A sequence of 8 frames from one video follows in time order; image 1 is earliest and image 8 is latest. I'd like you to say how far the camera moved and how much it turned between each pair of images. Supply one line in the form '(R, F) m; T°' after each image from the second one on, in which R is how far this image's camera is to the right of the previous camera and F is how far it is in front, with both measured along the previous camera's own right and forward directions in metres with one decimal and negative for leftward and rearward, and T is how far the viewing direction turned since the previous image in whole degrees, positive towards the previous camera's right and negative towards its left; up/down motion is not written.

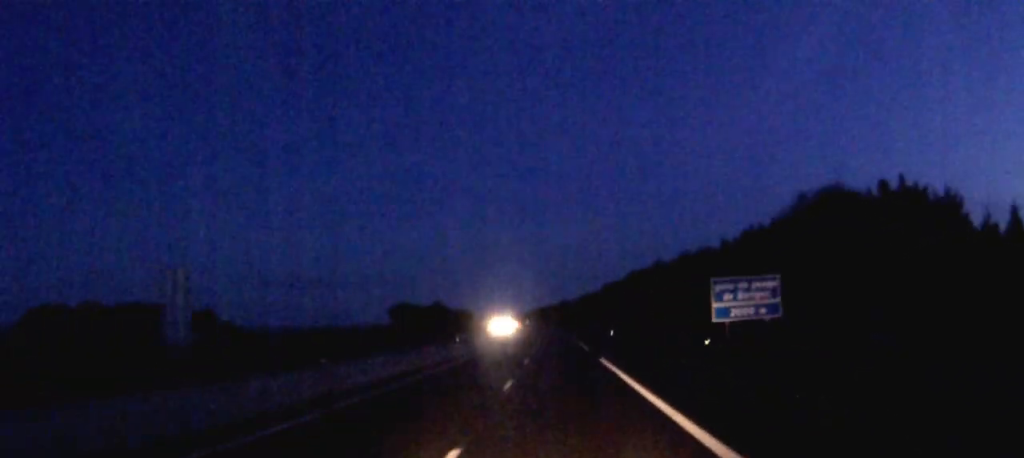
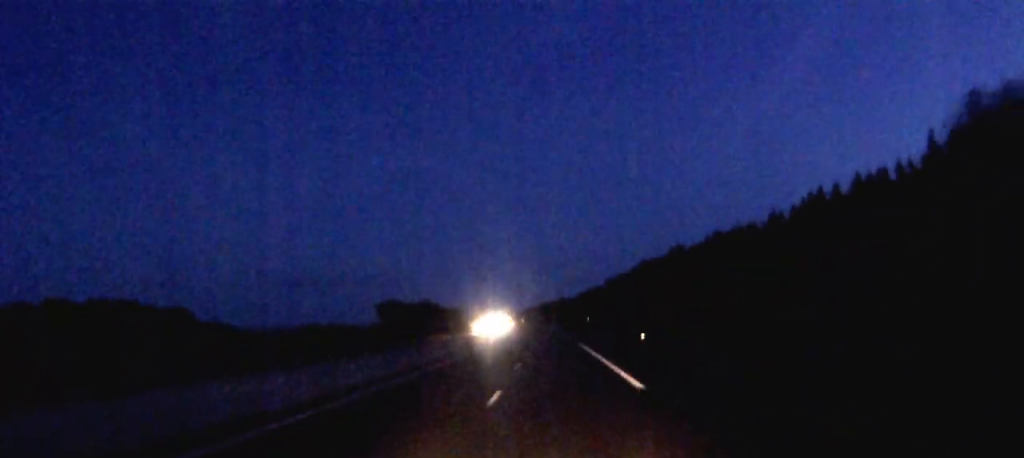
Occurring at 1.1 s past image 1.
(0.0, +30.3) m; 0°
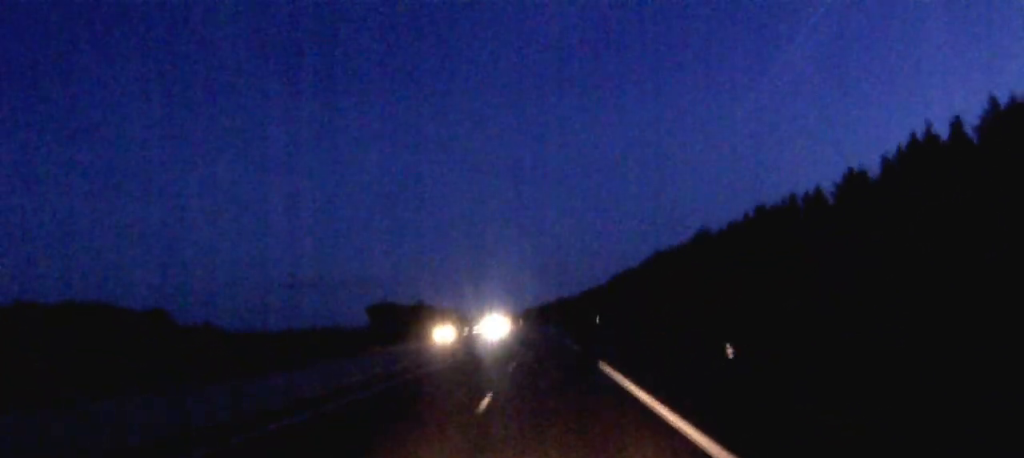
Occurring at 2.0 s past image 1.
(0.0, +26.5) m; 0°
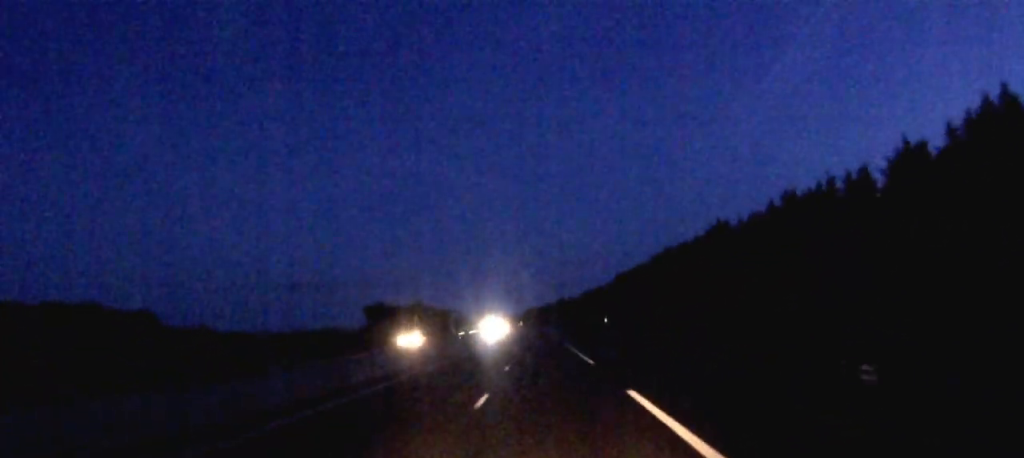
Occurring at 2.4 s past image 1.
(0.0, +12.3) m; 0°
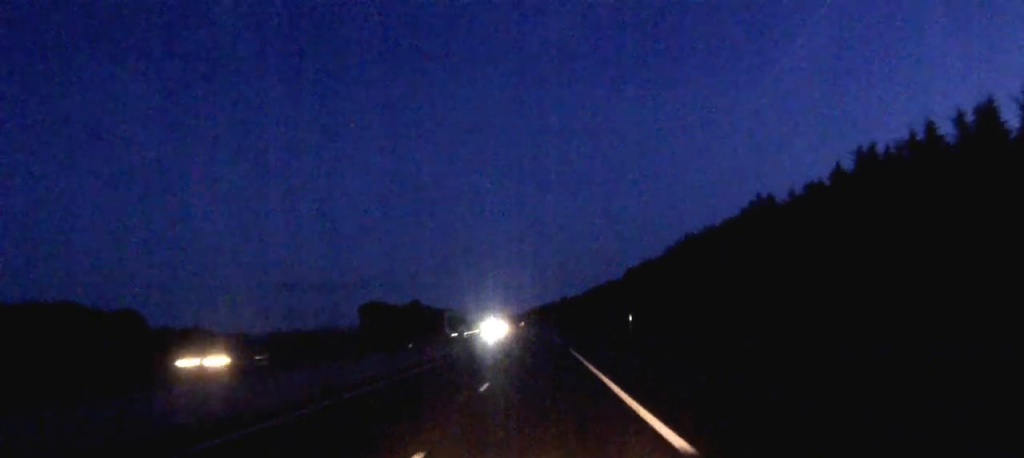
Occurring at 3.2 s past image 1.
(-0.1, +21.8) m; 0°
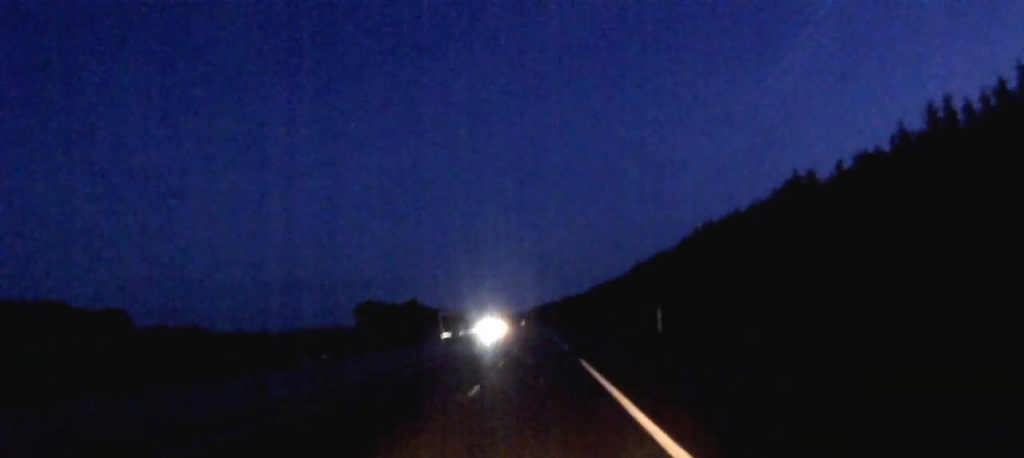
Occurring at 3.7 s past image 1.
(0.0, +14.2) m; 0°
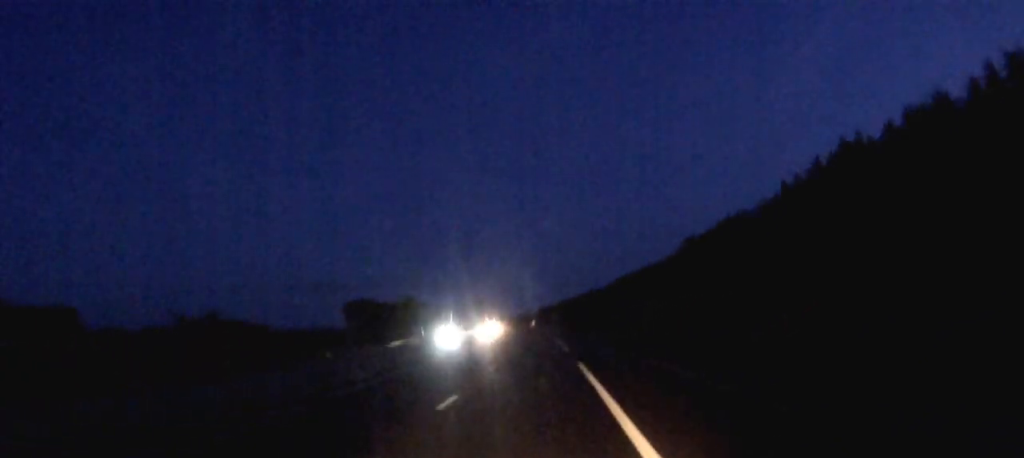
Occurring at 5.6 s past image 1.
(-0.3, +54.9) m; -1°
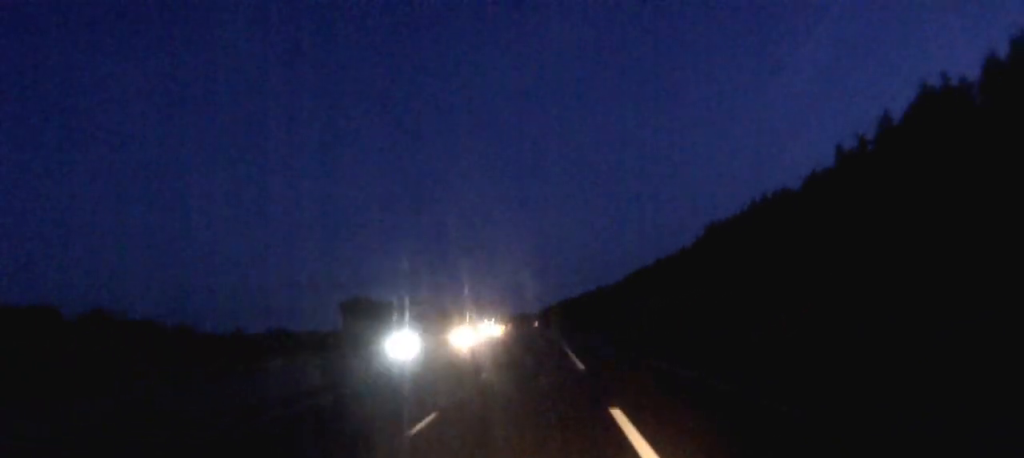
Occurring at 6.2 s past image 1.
(-0.1, +16.1) m; 0°
